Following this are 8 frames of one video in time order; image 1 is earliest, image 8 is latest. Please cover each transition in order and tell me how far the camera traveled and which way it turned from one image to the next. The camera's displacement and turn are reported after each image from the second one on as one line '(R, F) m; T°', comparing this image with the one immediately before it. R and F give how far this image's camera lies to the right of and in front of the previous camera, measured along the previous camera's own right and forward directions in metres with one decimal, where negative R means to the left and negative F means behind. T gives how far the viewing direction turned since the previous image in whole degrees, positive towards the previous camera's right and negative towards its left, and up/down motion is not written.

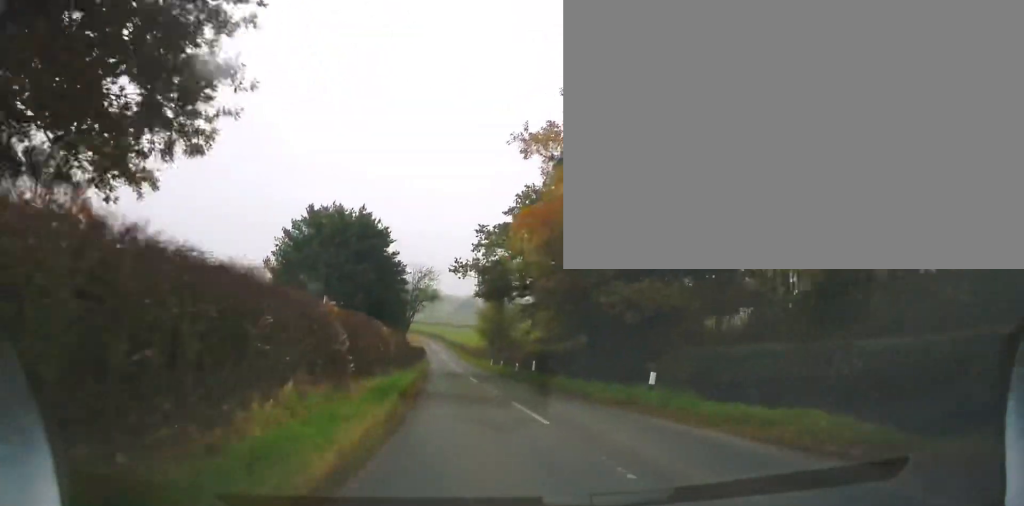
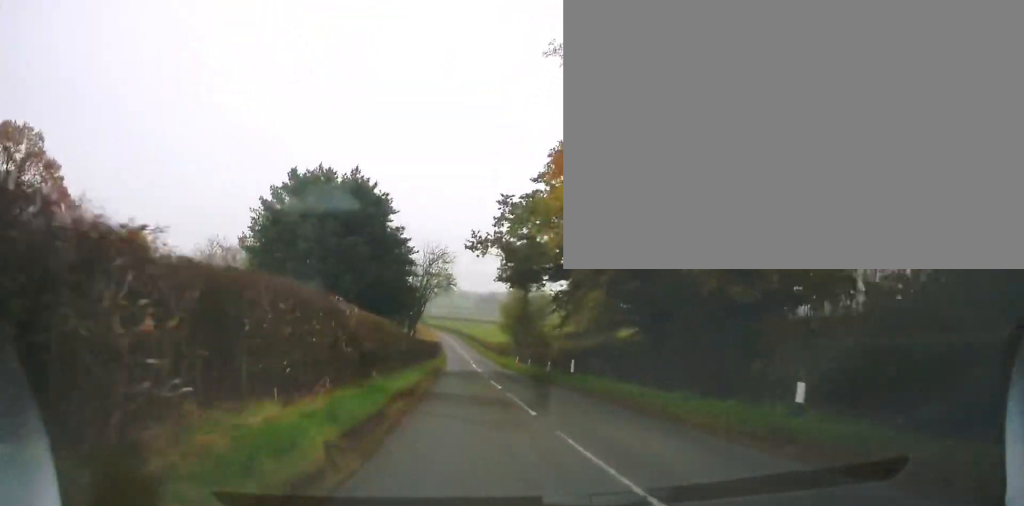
(0.0, +6.6) m; -1°
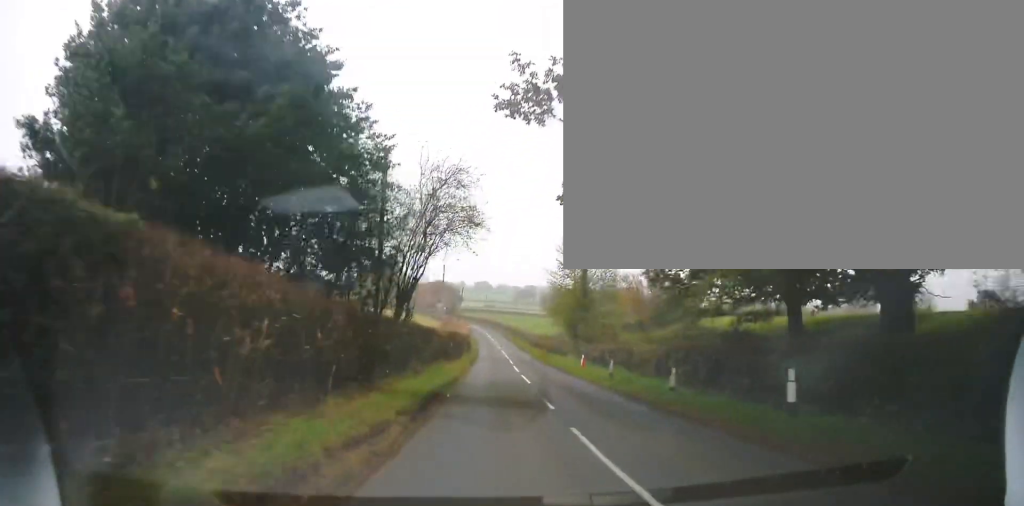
(-0.4, +16.5) m; -4°
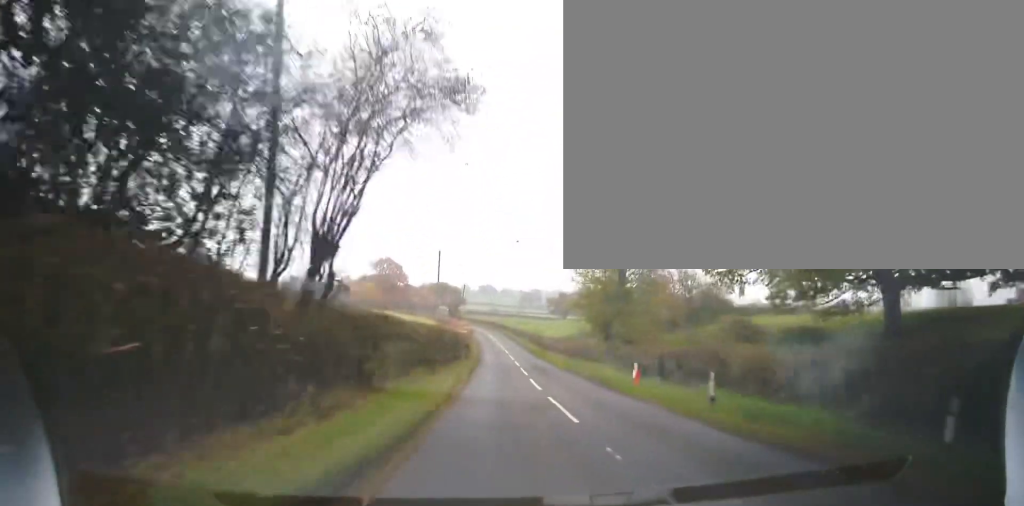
(-0.3, +10.1) m; -2°
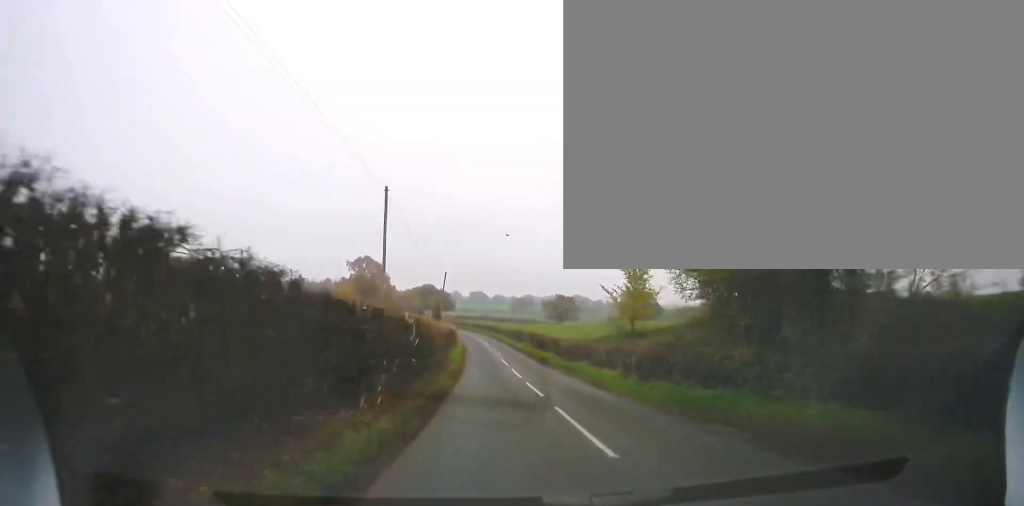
(0.0, +20.3) m; 0°
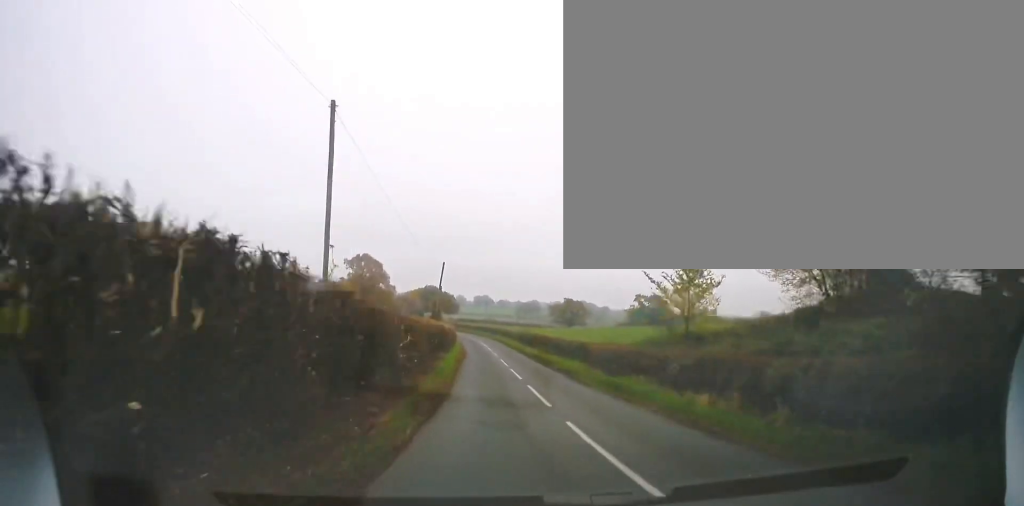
(0.0, +10.2) m; 0°
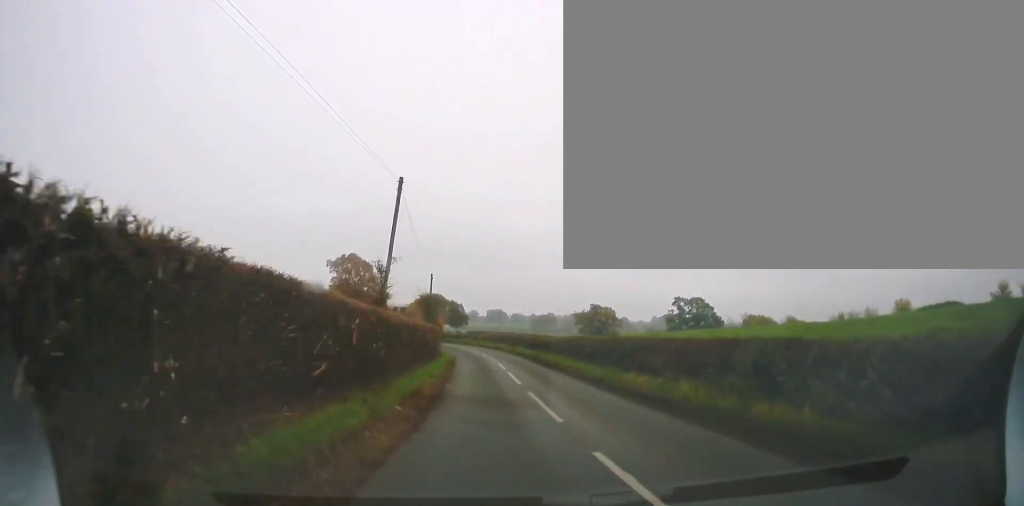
(0.0, +31.2) m; -1°
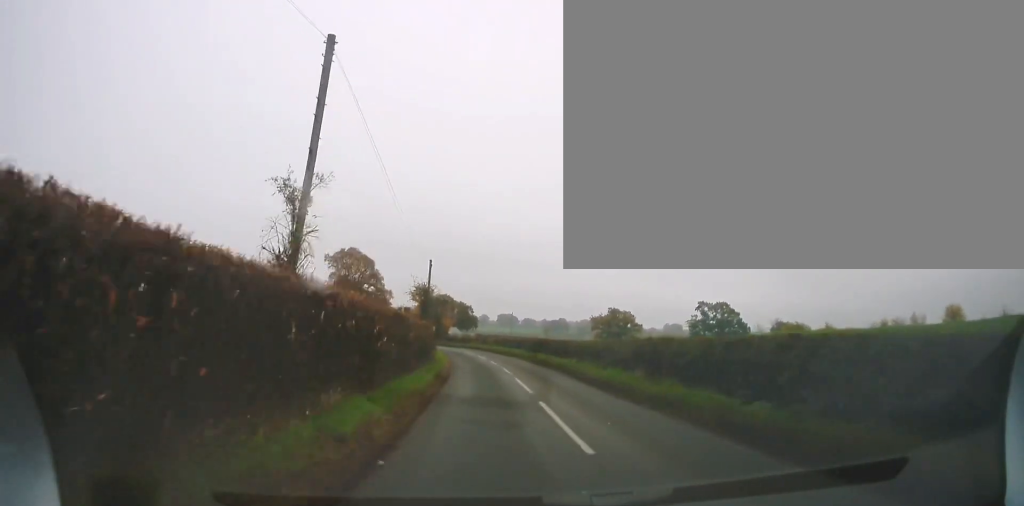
(-0.2, +11.8) m; -2°
